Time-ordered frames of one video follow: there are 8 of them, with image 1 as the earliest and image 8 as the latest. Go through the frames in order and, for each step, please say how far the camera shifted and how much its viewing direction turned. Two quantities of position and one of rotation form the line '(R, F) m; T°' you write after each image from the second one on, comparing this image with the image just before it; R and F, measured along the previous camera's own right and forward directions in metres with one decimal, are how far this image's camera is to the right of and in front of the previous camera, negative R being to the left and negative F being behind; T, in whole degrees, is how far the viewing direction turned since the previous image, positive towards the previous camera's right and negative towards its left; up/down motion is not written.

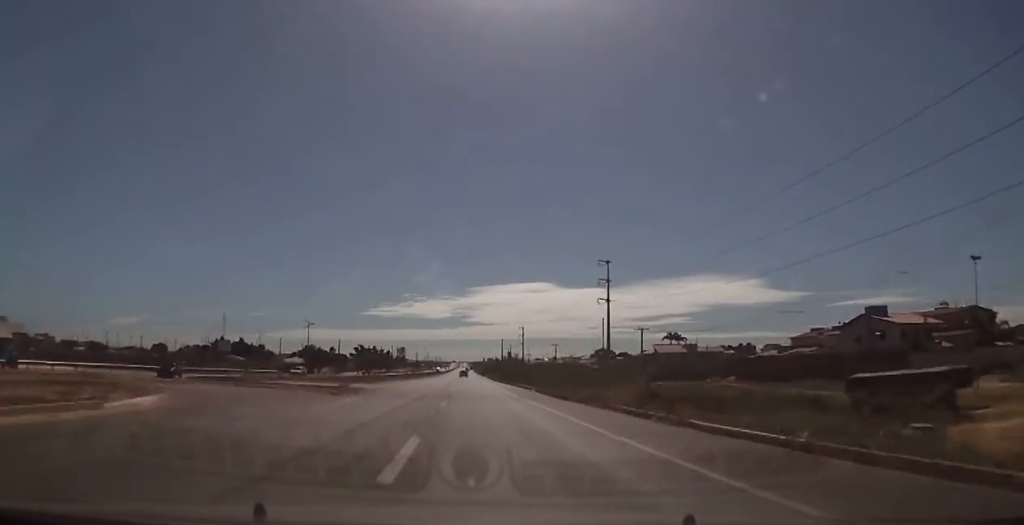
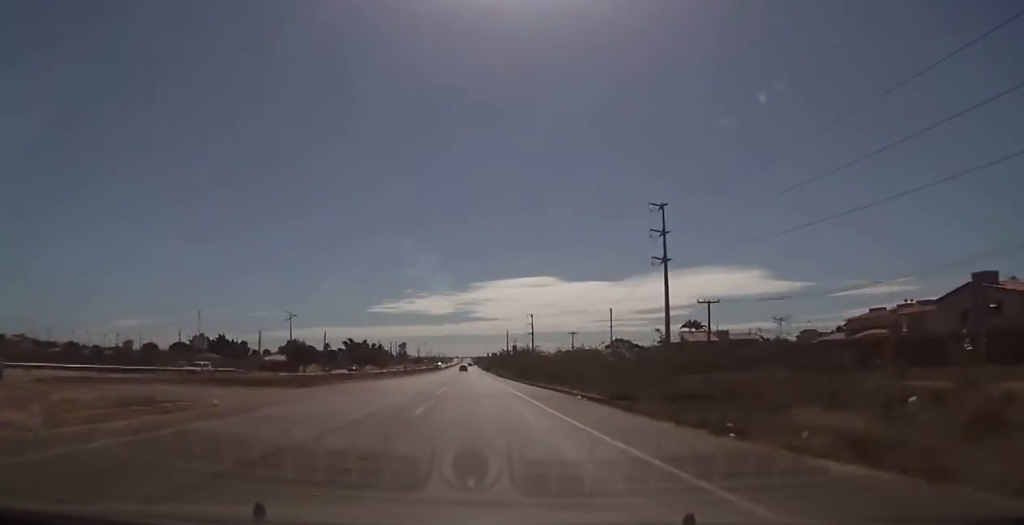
(0.0, +27.5) m; 0°
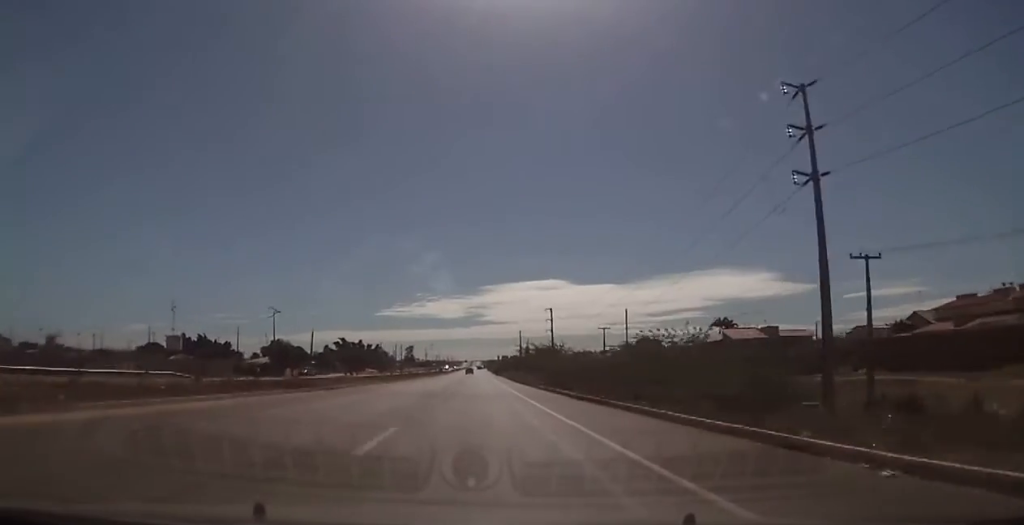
(0.0, +26.7) m; -1°
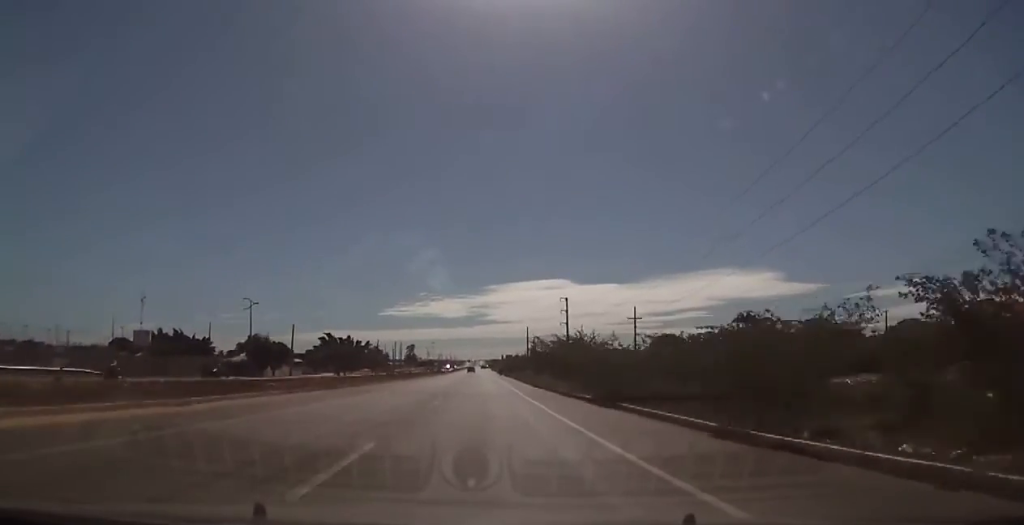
(-0.3, +20.5) m; -1°
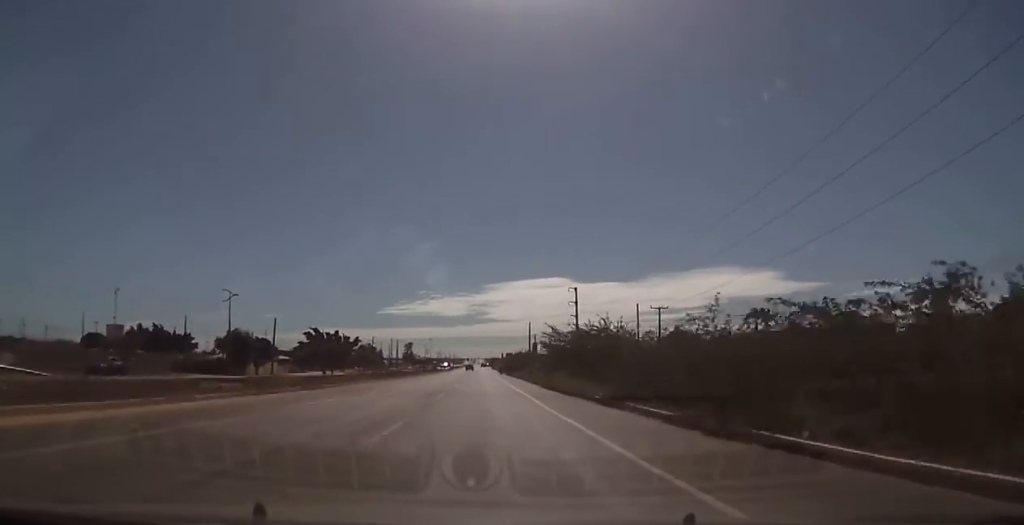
(-0.4, +12.7) m; 0°
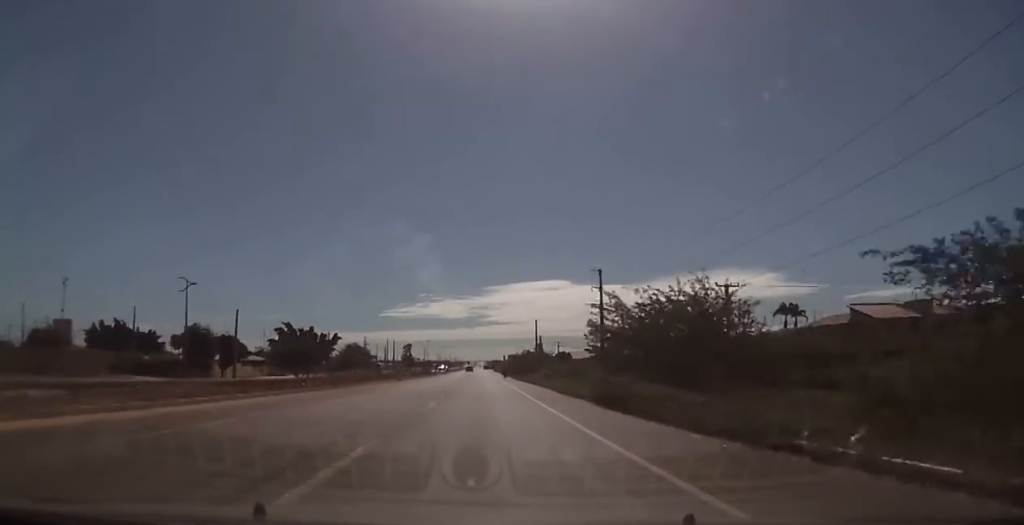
(+0.4, +20.5) m; +1°
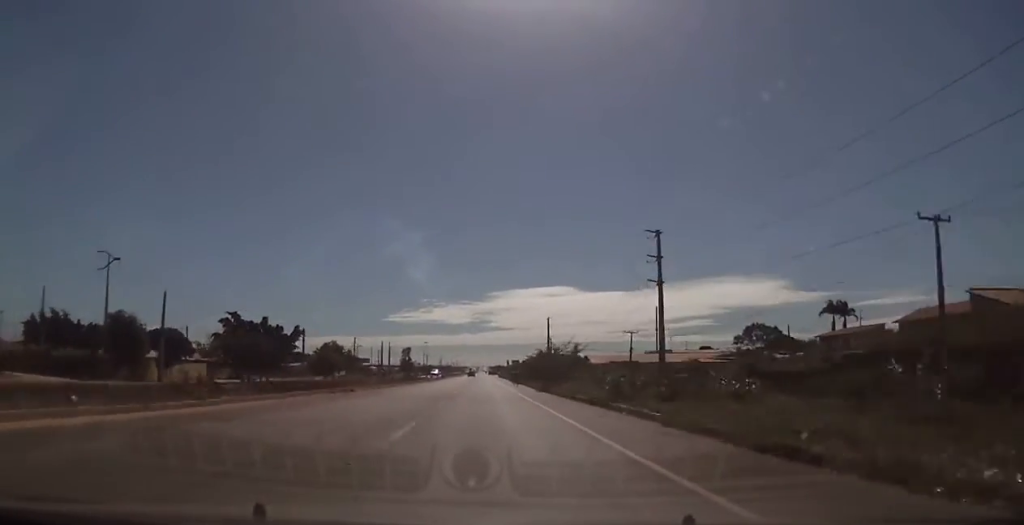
(0.0, +24.9) m; -1°
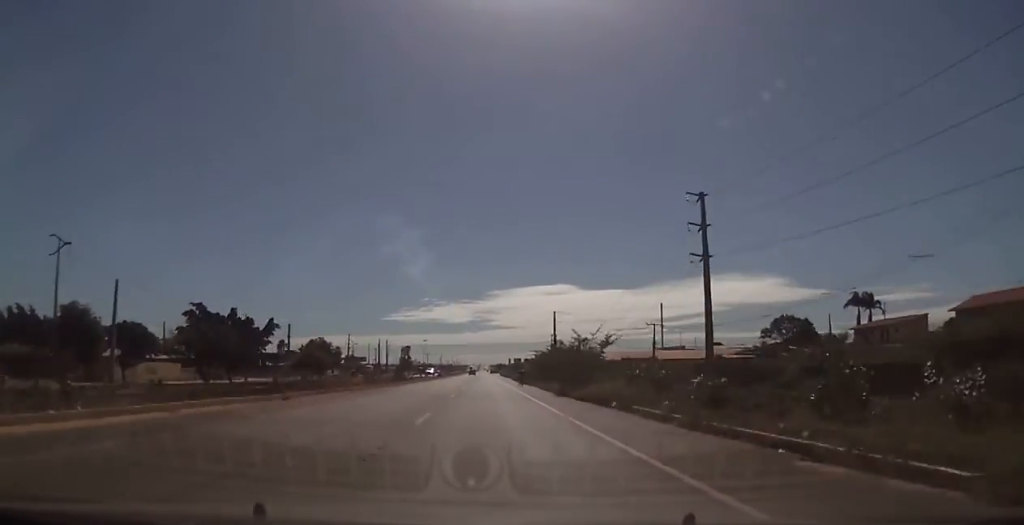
(-0.1, +10.5) m; 0°
